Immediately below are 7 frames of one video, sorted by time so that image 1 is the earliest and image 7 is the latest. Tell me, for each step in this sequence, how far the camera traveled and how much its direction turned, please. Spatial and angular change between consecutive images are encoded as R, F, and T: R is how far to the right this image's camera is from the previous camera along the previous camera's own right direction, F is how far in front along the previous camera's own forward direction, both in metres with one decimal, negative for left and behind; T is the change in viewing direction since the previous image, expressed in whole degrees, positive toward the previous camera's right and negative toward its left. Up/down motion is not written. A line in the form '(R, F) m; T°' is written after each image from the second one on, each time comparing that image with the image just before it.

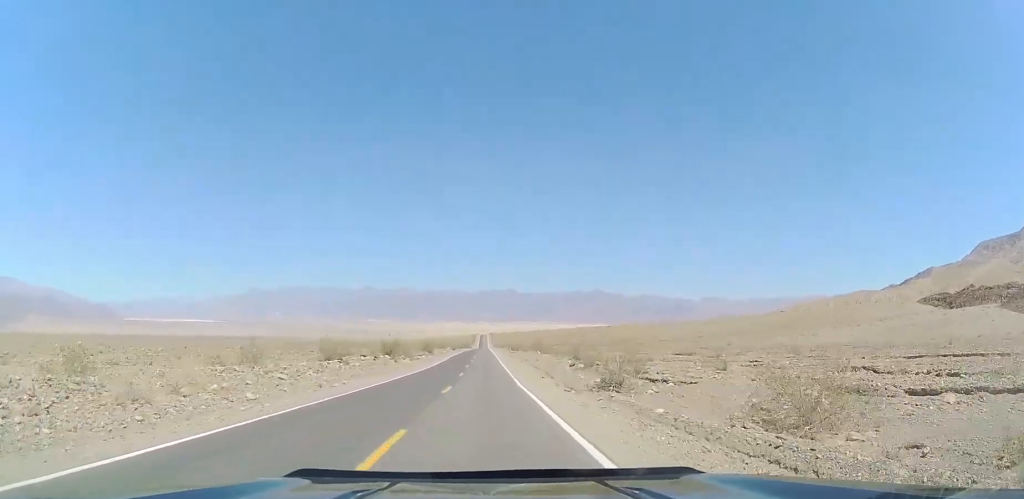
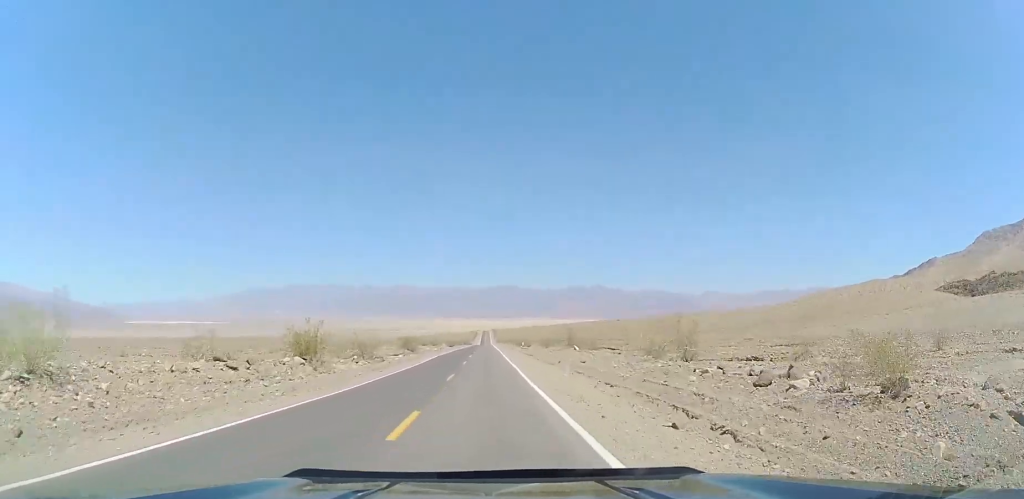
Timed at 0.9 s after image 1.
(+0.2, +26.8) m; -1°
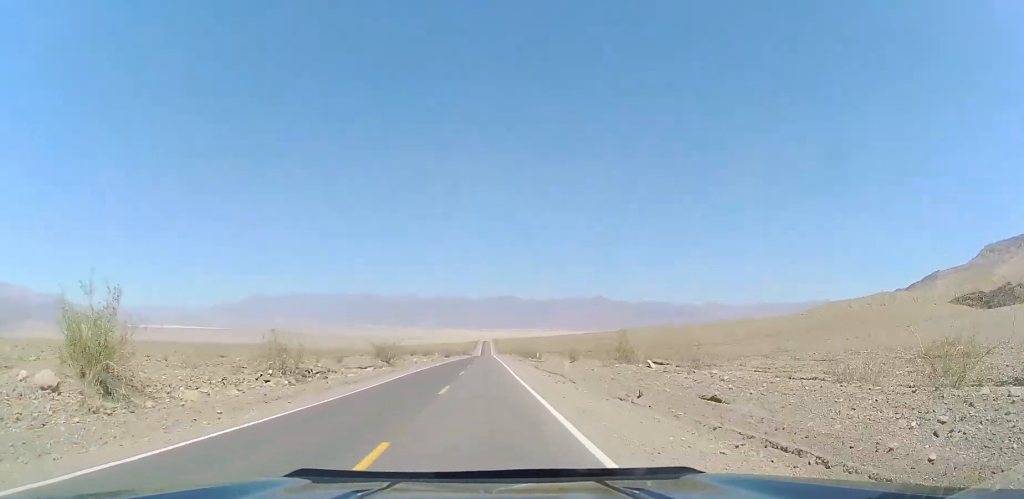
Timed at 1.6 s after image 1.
(-0.3, +18.3) m; -1°
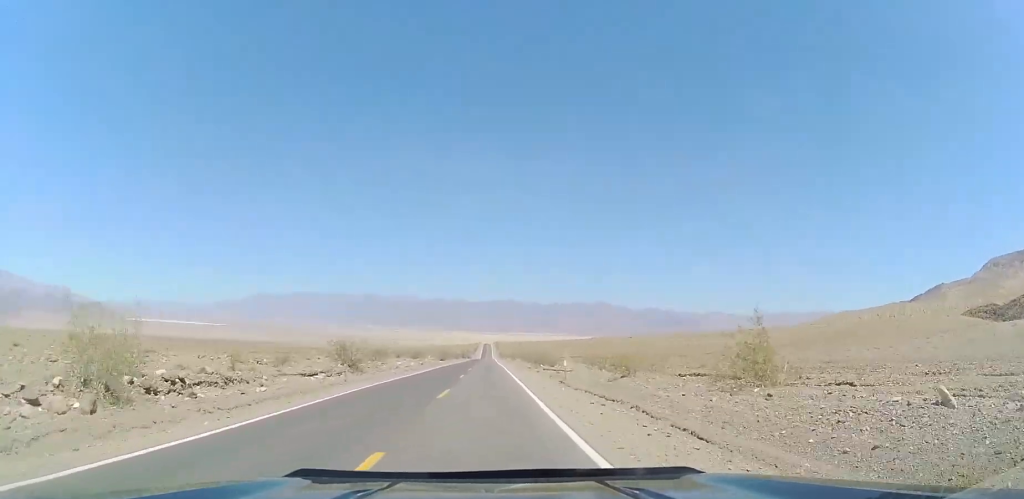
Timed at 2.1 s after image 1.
(-0.2, +15.4) m; -1°
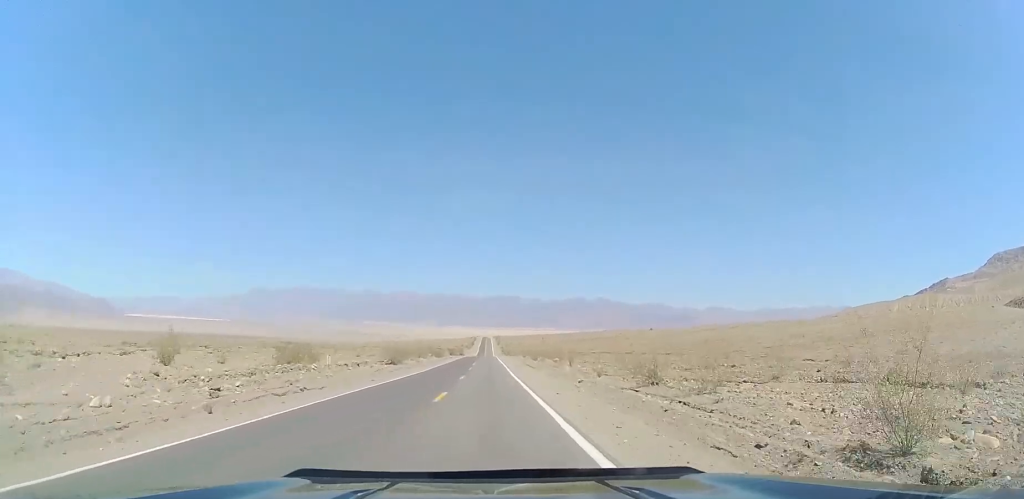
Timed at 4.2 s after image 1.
(+0.7, +60.4) m; +1°
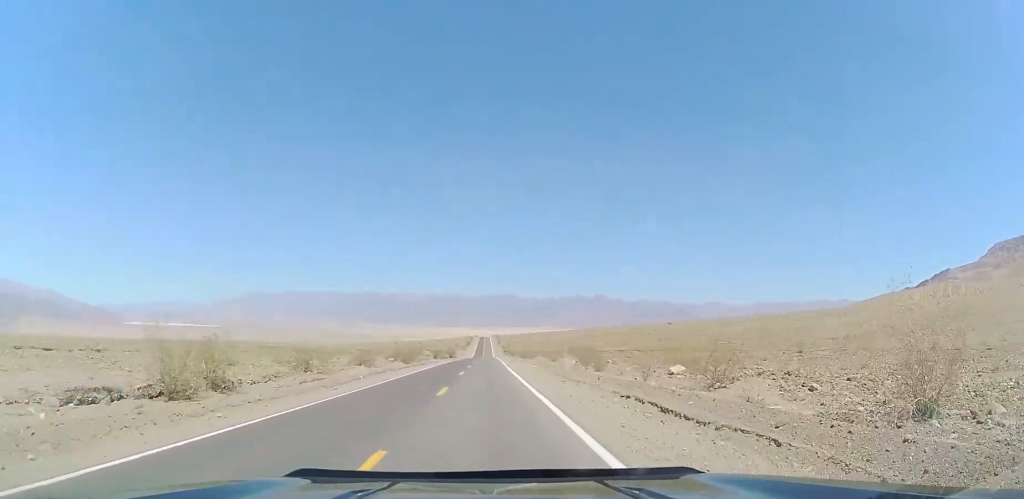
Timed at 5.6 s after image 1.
(-0.1, +42.9) m; +1°
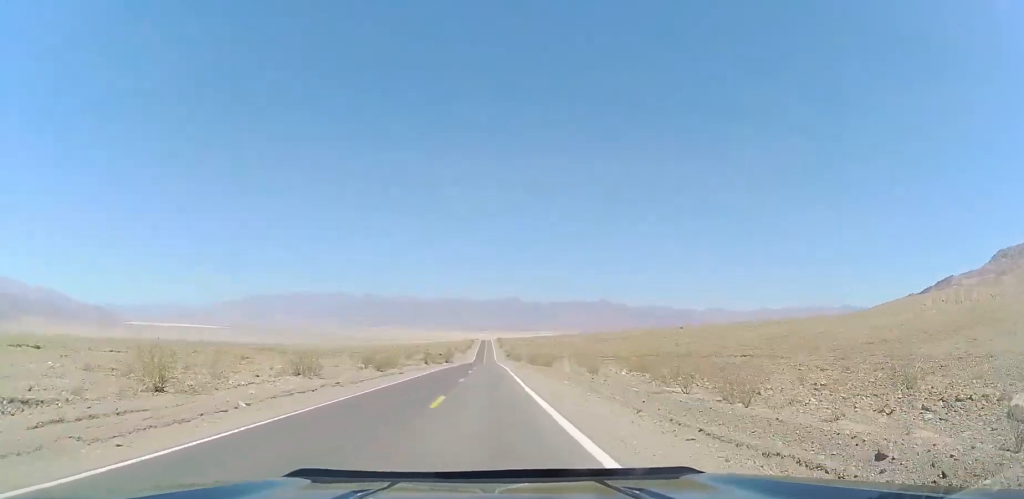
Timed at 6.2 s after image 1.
(+0.1, +17.5) m; +1°
